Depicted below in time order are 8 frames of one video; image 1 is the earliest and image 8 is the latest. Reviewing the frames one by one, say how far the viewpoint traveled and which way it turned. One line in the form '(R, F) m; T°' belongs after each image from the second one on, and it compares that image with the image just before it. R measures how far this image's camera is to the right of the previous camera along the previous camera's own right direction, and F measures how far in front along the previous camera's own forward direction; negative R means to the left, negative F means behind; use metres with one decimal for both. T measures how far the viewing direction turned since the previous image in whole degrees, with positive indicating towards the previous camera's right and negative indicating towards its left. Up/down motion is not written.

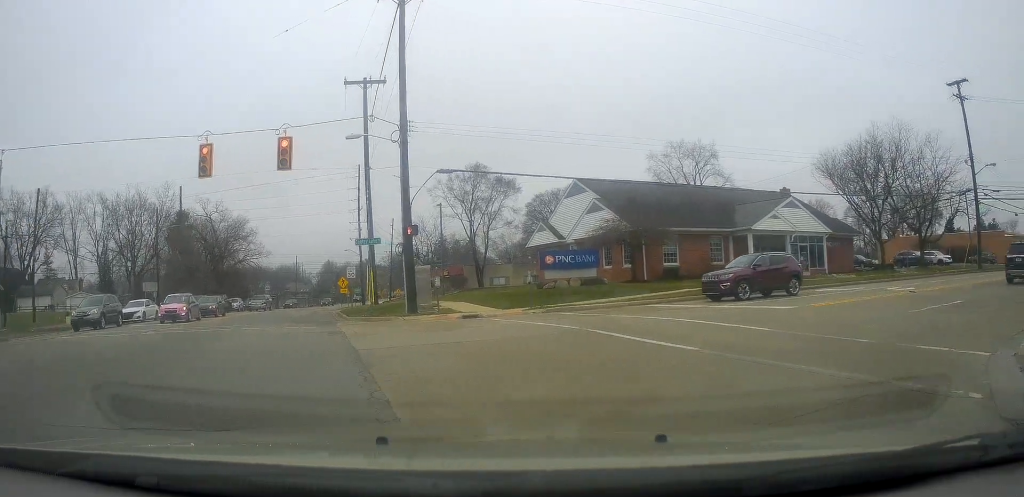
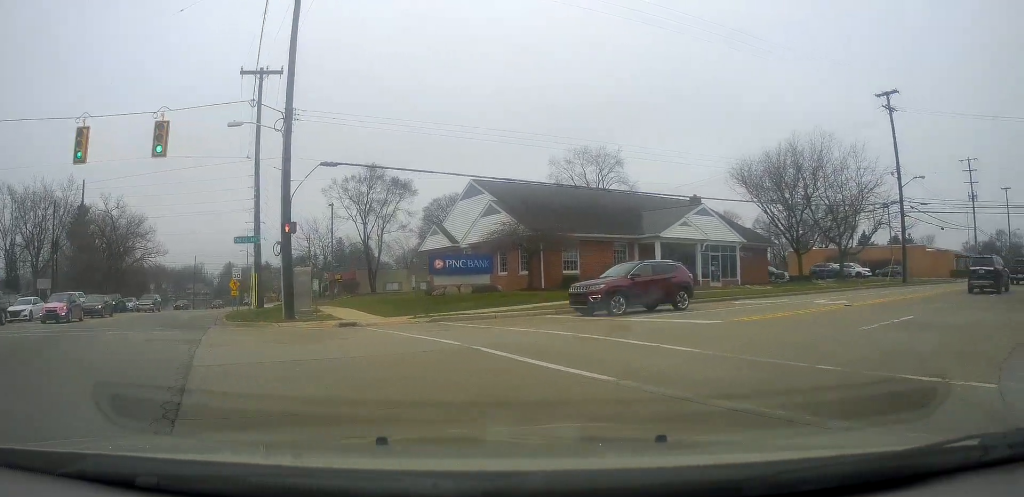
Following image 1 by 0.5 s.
(+0.2, +1.8) m; +12°
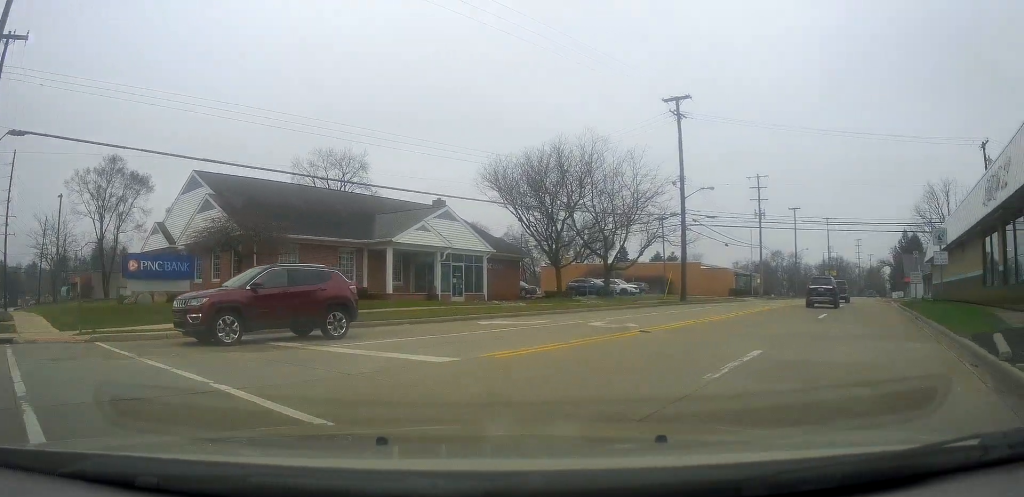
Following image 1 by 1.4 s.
(+1.2, +4.5) m; +25°
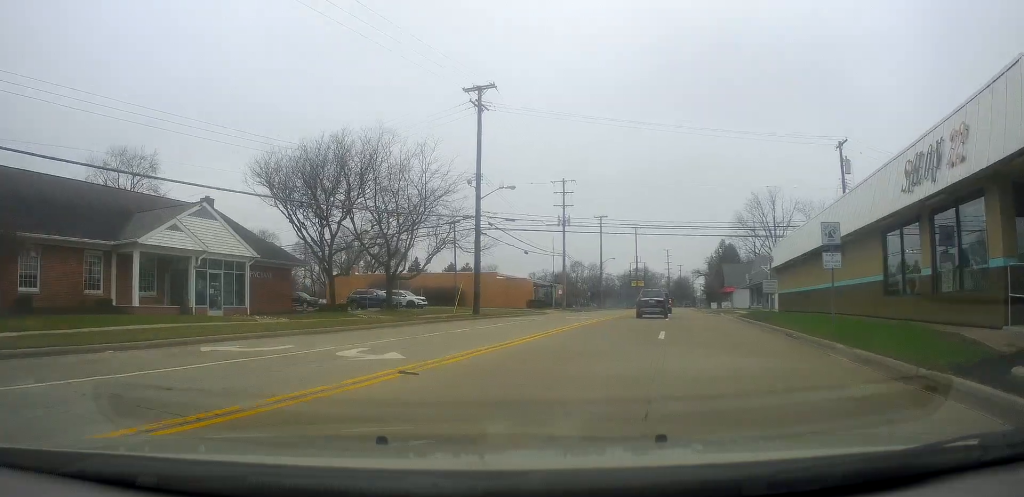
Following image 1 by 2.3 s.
(+0.6, +5.1) m; +16°
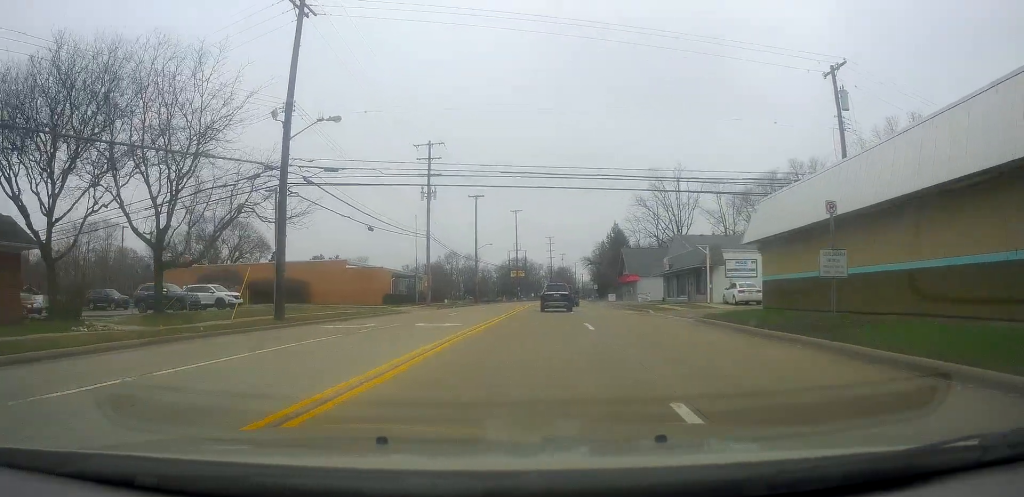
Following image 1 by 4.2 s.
(+2.3, +13.8) m; +11°
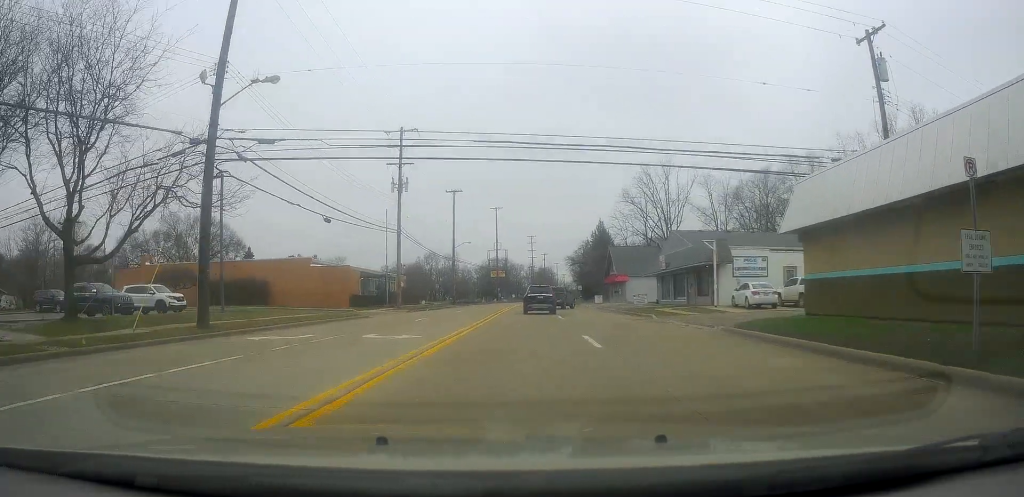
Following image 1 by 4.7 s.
(0.0, +5.0) m; +2°
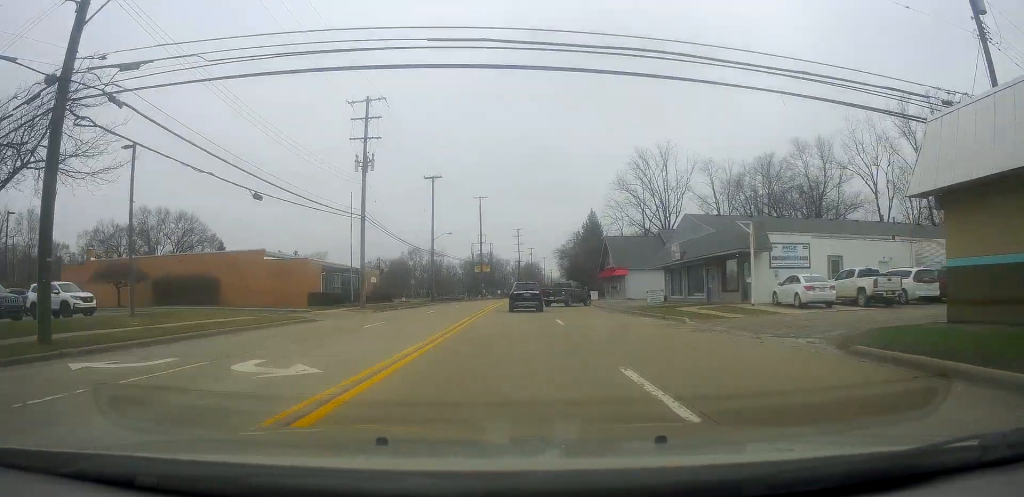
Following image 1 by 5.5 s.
(+0.2, +7.4) m; +2°
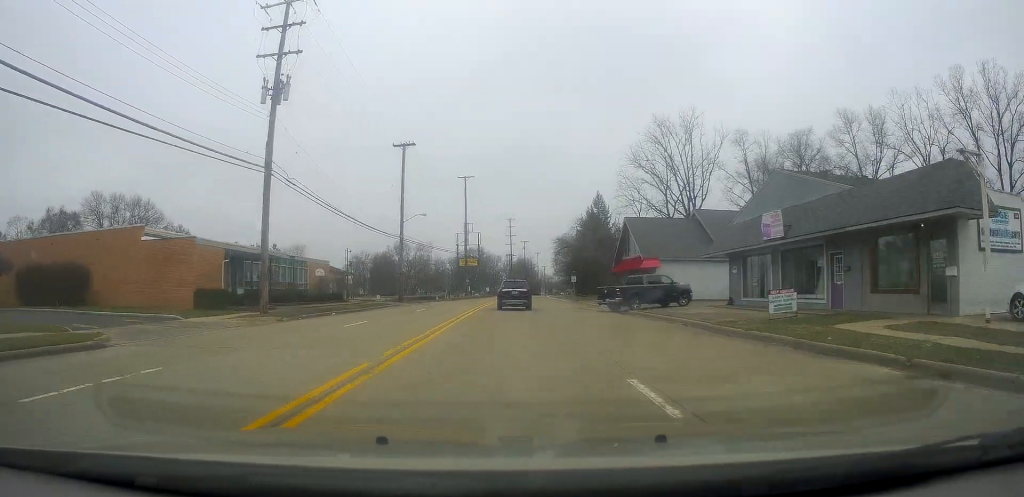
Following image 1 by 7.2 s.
(-0.1, +16.2) m; 0°
